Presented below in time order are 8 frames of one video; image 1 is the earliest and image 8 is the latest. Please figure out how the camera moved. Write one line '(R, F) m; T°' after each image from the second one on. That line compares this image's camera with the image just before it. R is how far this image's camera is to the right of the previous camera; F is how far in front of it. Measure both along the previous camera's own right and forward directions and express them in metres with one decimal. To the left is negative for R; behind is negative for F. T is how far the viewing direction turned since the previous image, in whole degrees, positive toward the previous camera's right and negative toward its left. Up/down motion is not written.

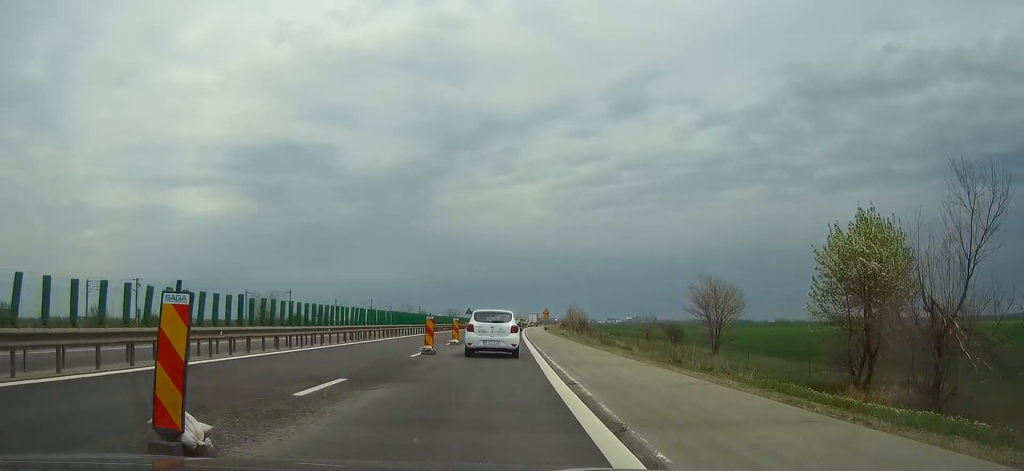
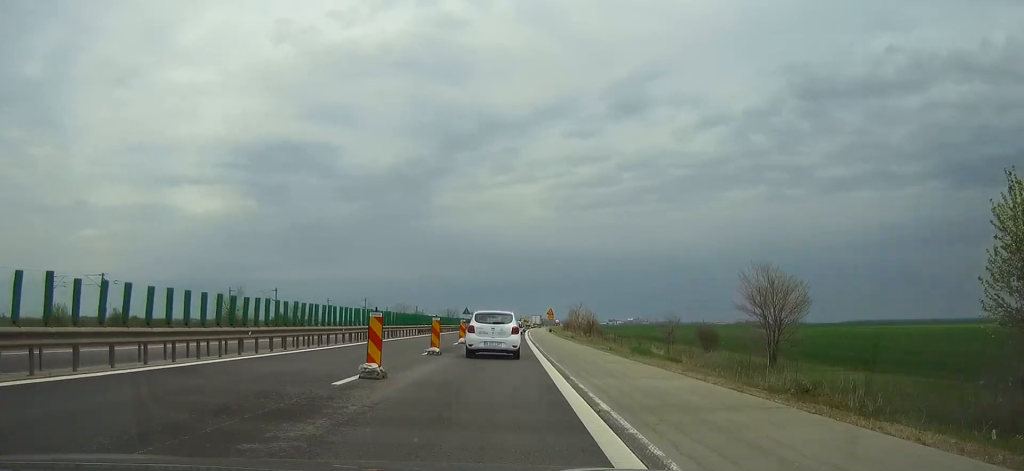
(0.0, +10.0) m; 0°
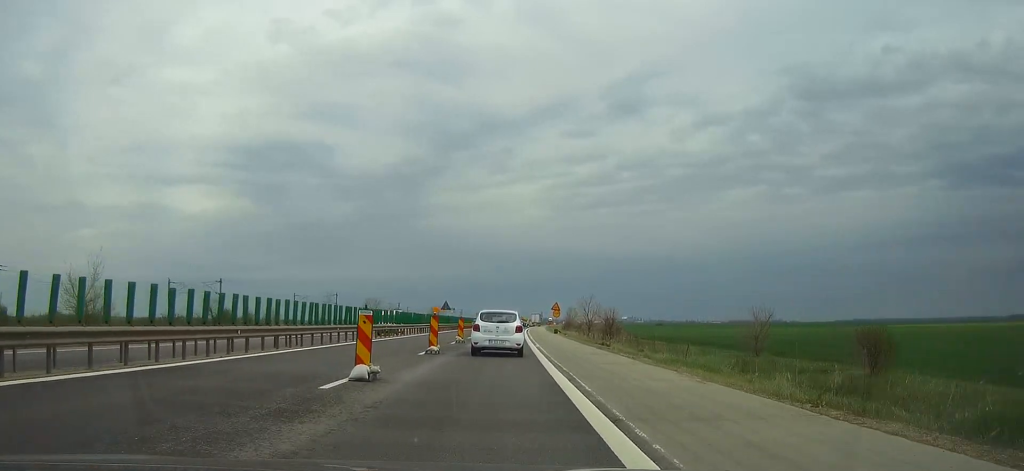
(+0.3, +25.1) m; +1°
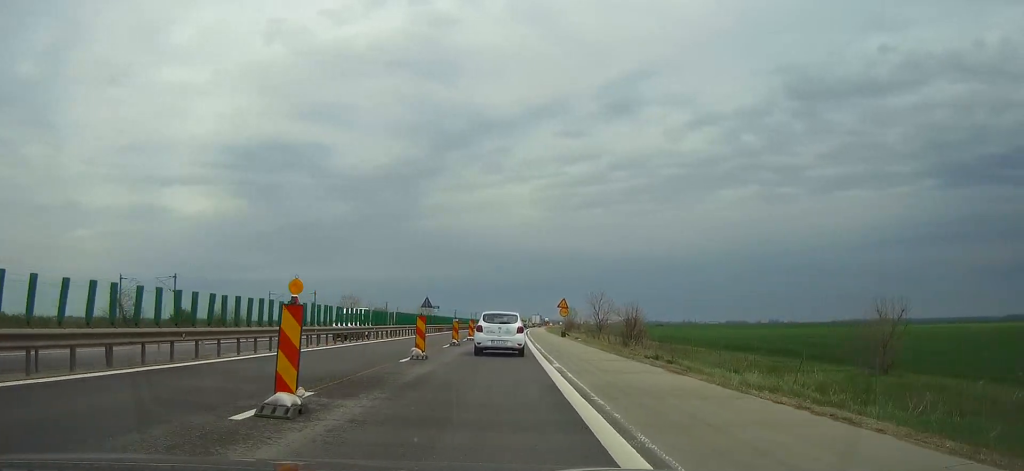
(0.0, +15.6) m; 0°
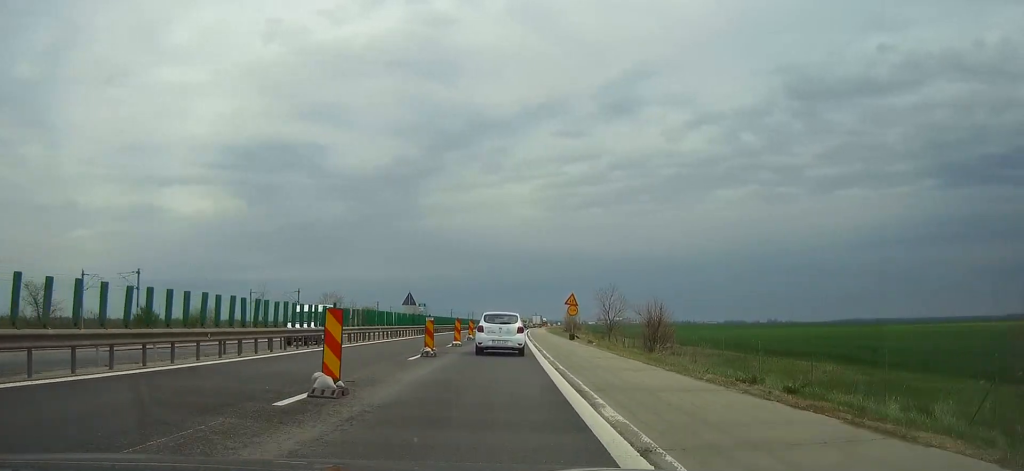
(0.0, +10.4) m; 0°
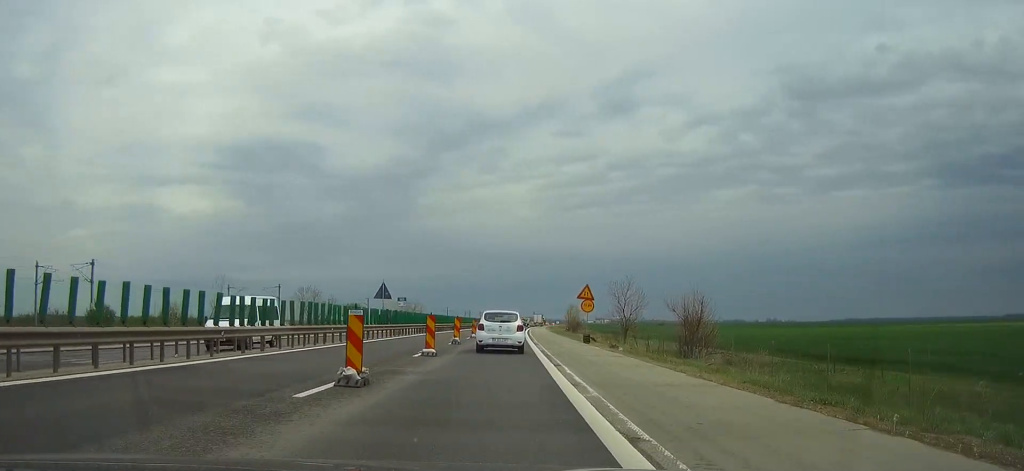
(0.0, +11.1) m; 0°
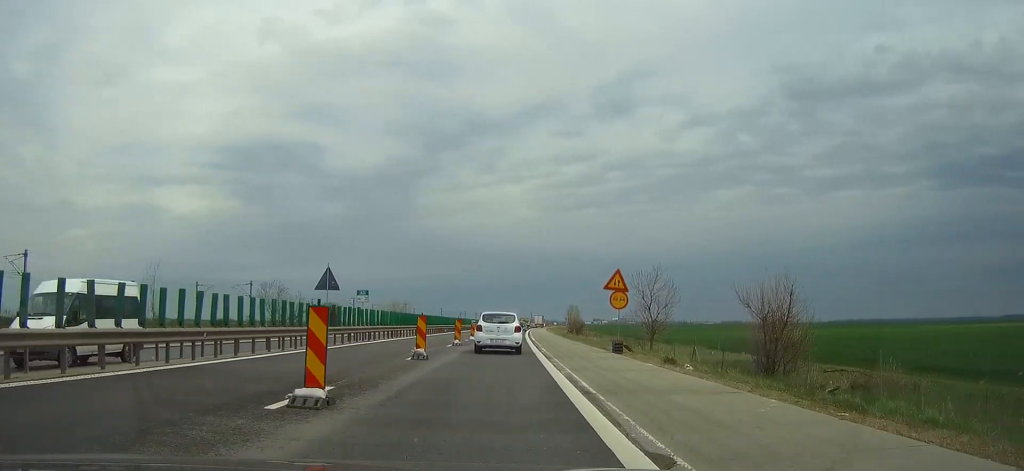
(0.0, +13.1) m; 0°
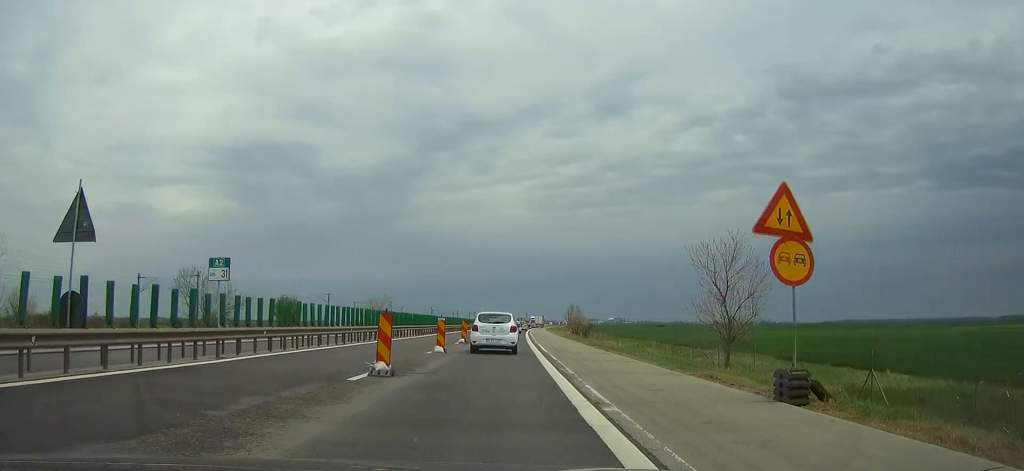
(+0.1, +19.1) m; +1°
